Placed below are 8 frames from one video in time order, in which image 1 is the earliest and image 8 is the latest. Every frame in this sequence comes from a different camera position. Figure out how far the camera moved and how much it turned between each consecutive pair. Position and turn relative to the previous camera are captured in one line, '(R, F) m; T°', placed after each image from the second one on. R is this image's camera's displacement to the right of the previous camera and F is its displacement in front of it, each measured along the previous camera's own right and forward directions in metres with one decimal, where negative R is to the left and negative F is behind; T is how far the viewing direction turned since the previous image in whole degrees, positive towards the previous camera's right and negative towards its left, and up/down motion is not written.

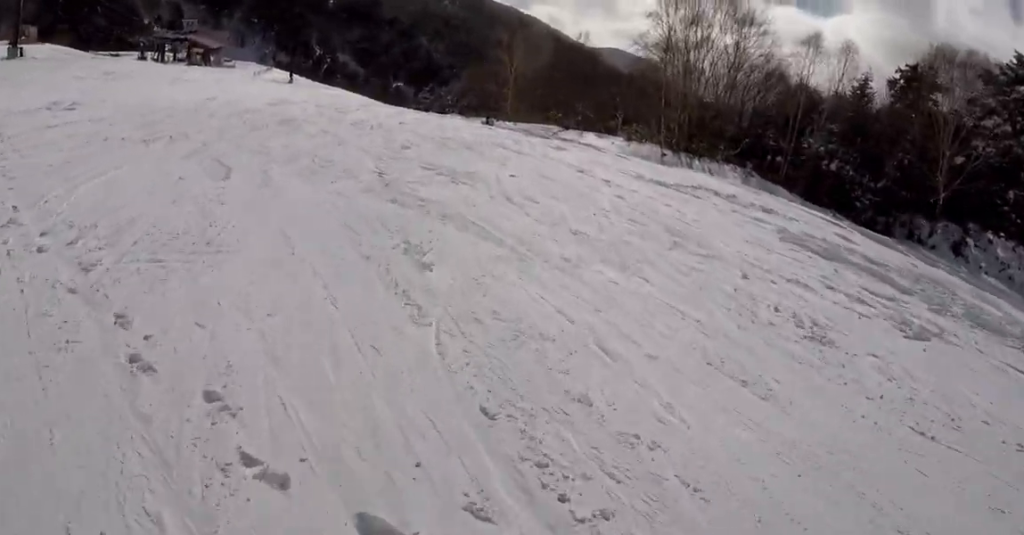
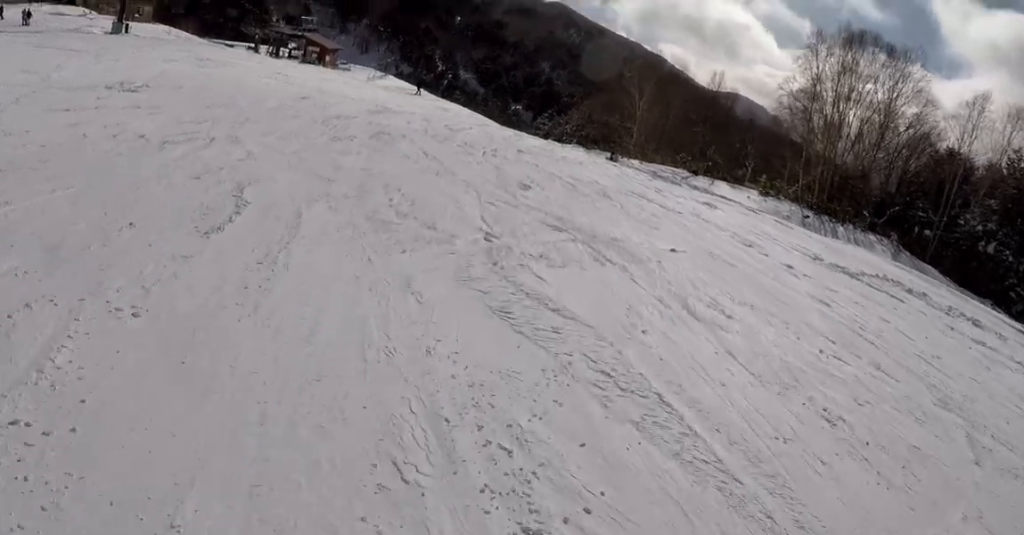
(-0.1, +4.7) m; -10°
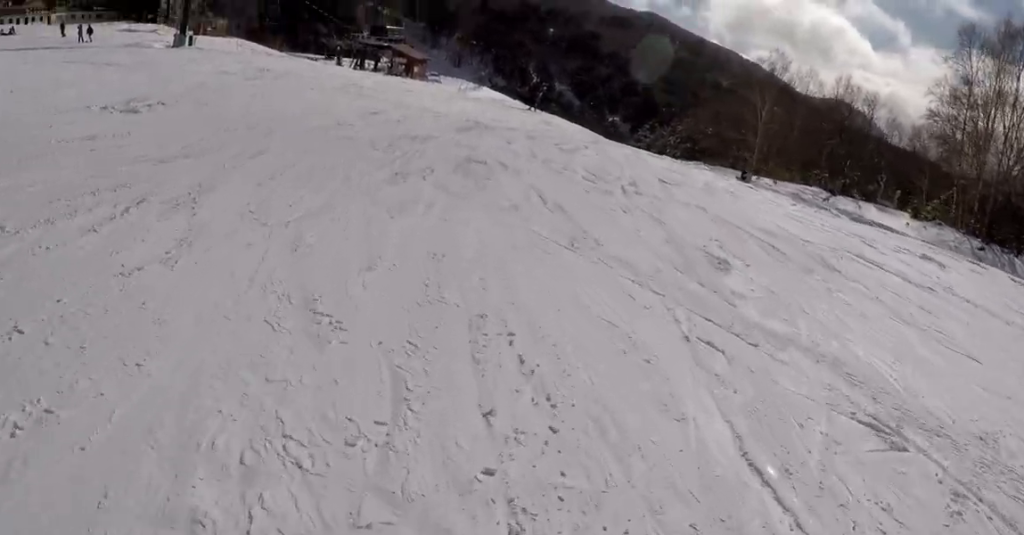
(-1.0, +6.2) m; -11°
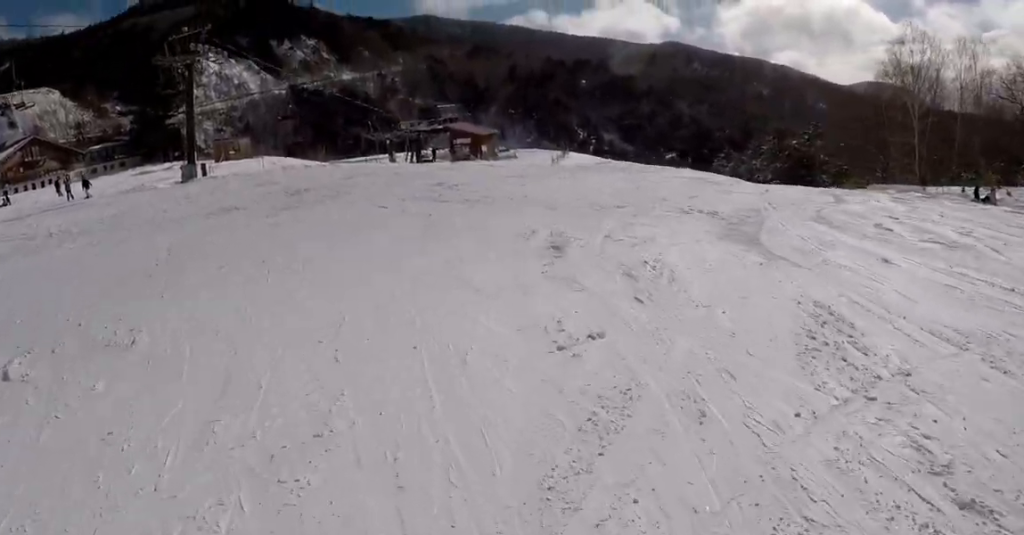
(-1.9, +13.1) m; -14°
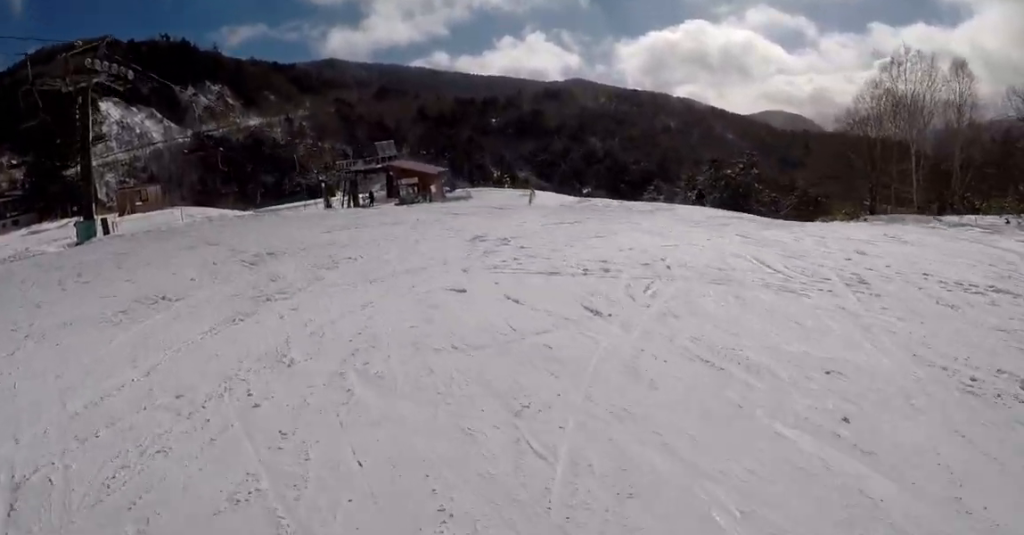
(-0.8, +8.4) m; -4°
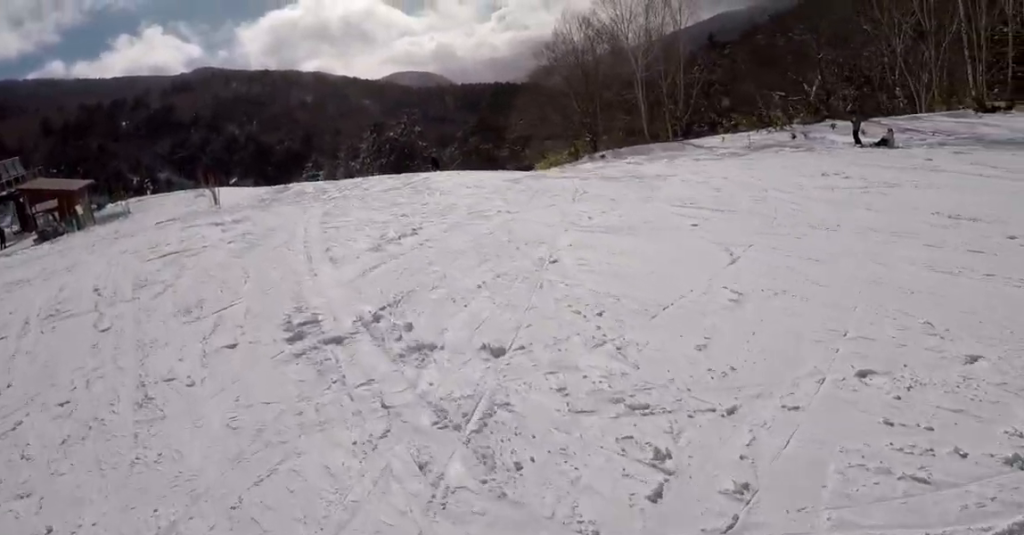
(+0.9, +9.9) m; +28°
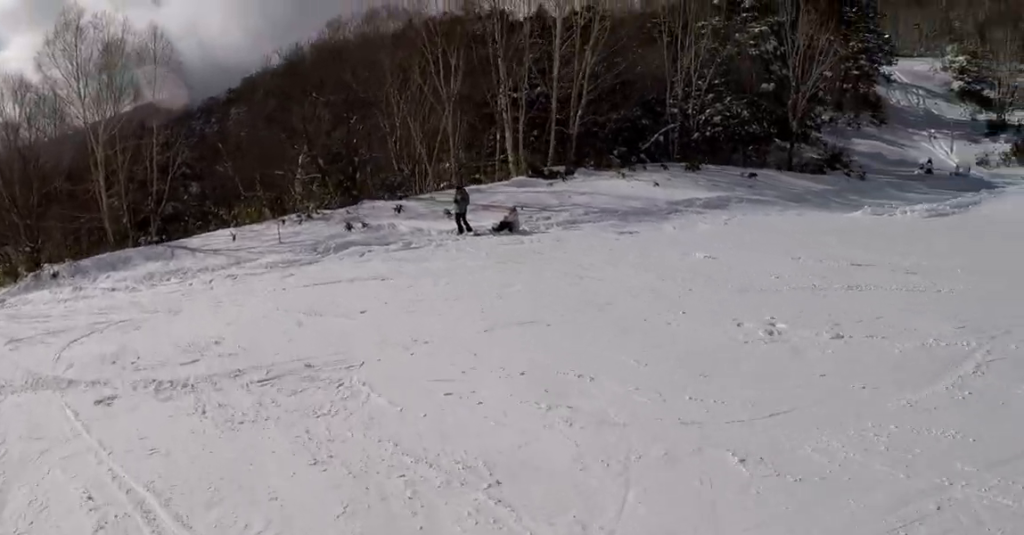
(+7.5, +9.8) m; +53°
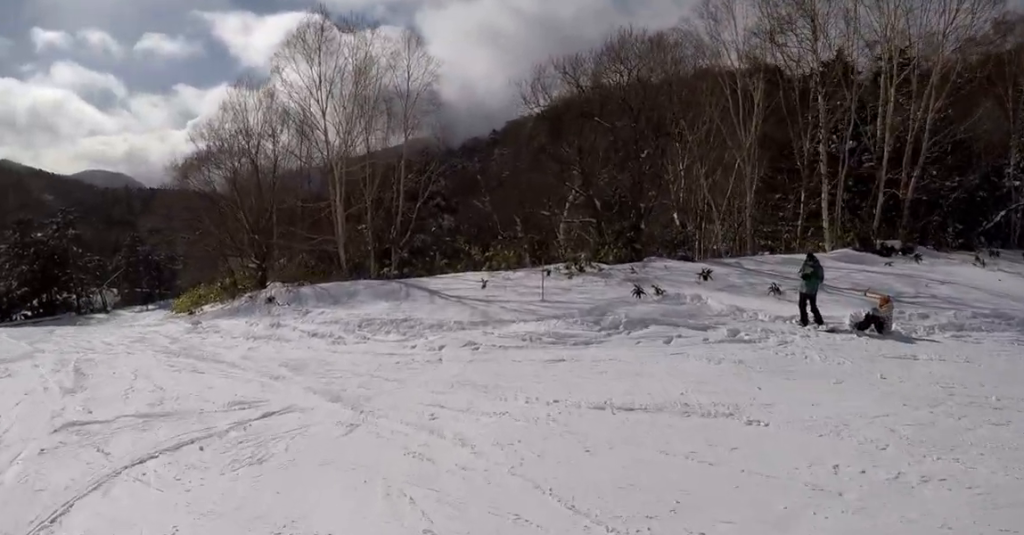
(-0.1, +5.8) m; -9°
